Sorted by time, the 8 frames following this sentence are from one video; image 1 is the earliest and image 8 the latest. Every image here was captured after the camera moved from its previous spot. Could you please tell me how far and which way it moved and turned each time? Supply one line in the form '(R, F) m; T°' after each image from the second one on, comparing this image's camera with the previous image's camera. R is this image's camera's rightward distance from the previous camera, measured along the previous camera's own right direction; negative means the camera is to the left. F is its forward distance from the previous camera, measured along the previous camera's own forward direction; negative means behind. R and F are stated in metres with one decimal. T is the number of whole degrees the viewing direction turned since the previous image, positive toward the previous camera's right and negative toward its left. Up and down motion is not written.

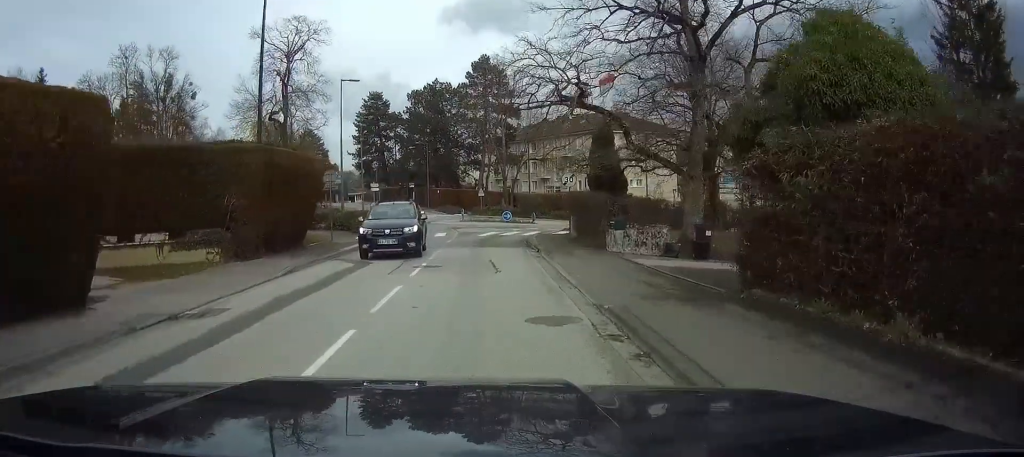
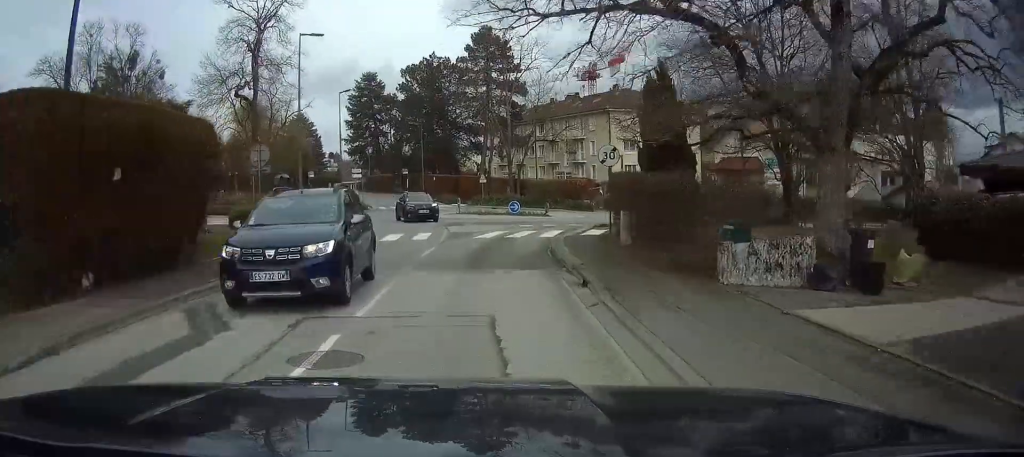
(-0.1, +9.5) m; -2°
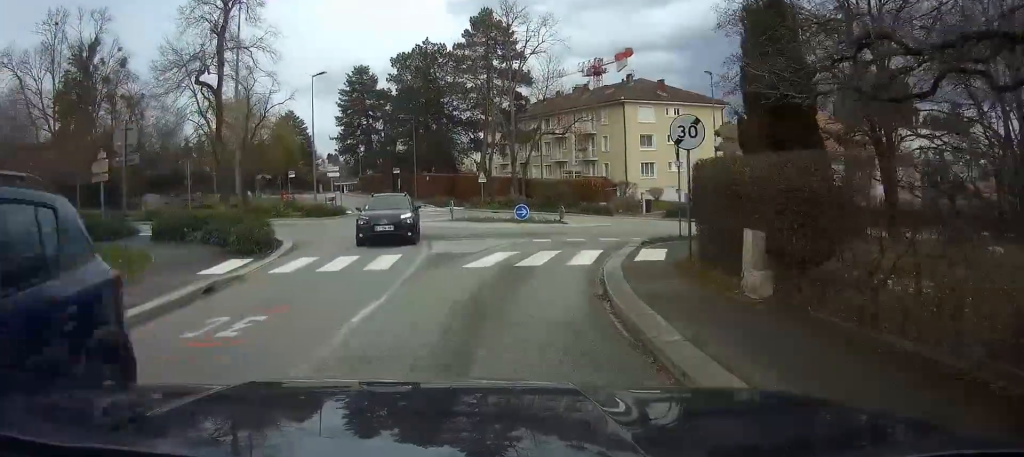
(-0.3, +8.5) m; -3°
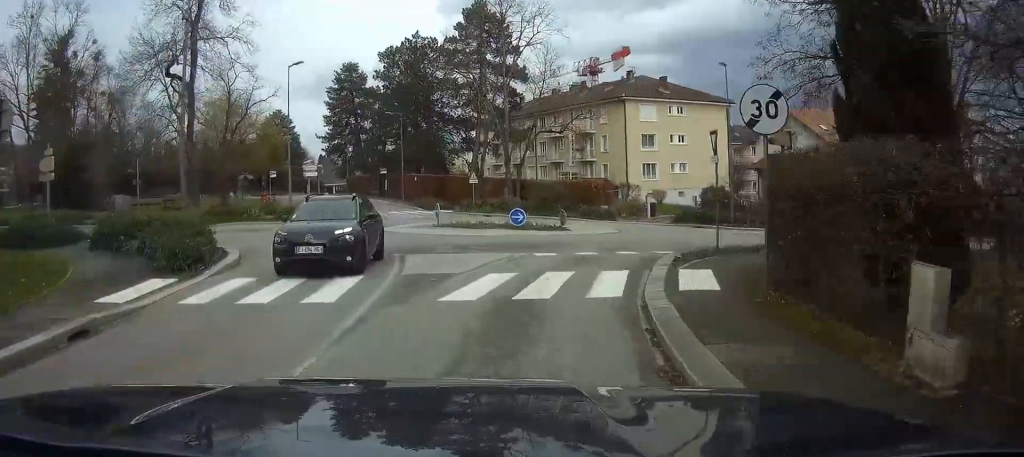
(0.0, +4.2) m; -1°
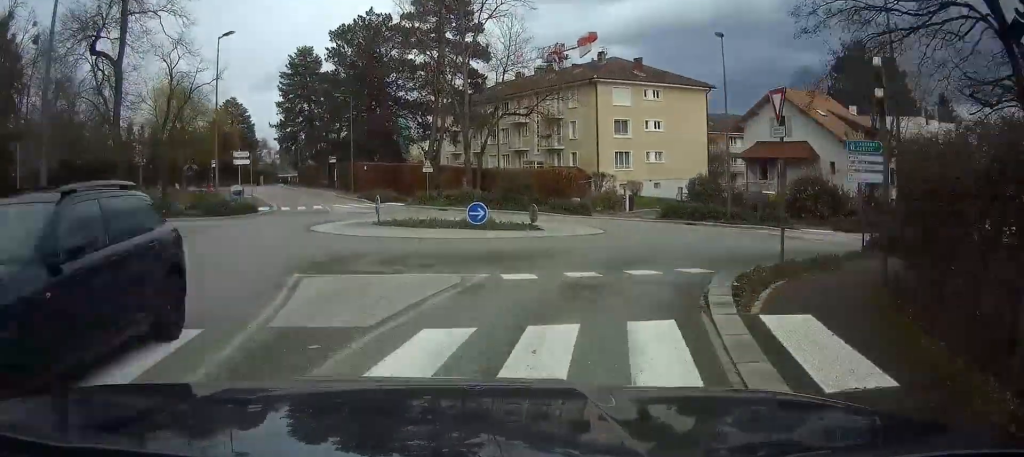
(-0.2, +5.8) m; +5°
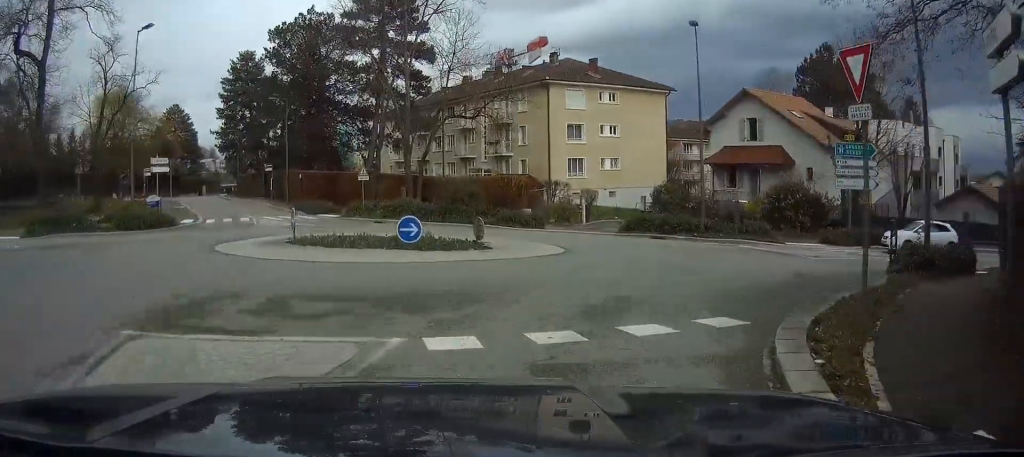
(+0.3, +4.2) m; +6°
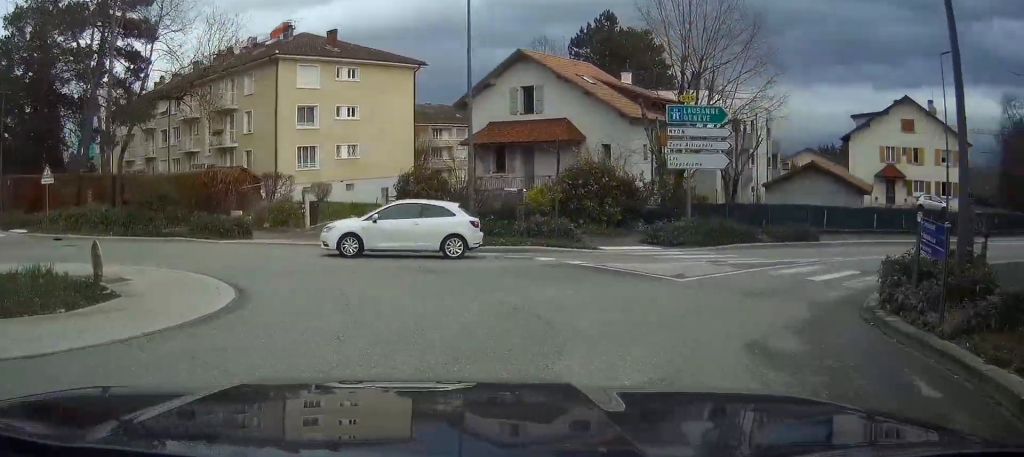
(+1.1, +9.6) m; +18°
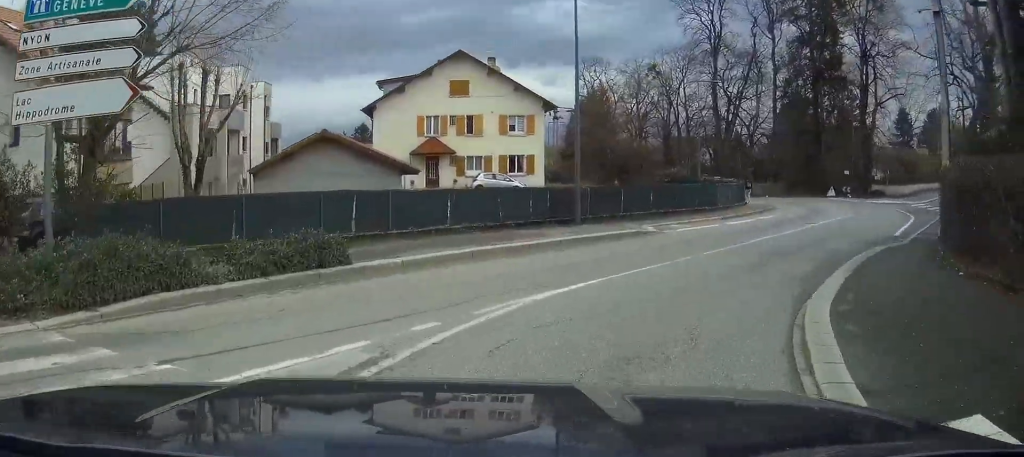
(+6.0, +5.3) m; +105°
